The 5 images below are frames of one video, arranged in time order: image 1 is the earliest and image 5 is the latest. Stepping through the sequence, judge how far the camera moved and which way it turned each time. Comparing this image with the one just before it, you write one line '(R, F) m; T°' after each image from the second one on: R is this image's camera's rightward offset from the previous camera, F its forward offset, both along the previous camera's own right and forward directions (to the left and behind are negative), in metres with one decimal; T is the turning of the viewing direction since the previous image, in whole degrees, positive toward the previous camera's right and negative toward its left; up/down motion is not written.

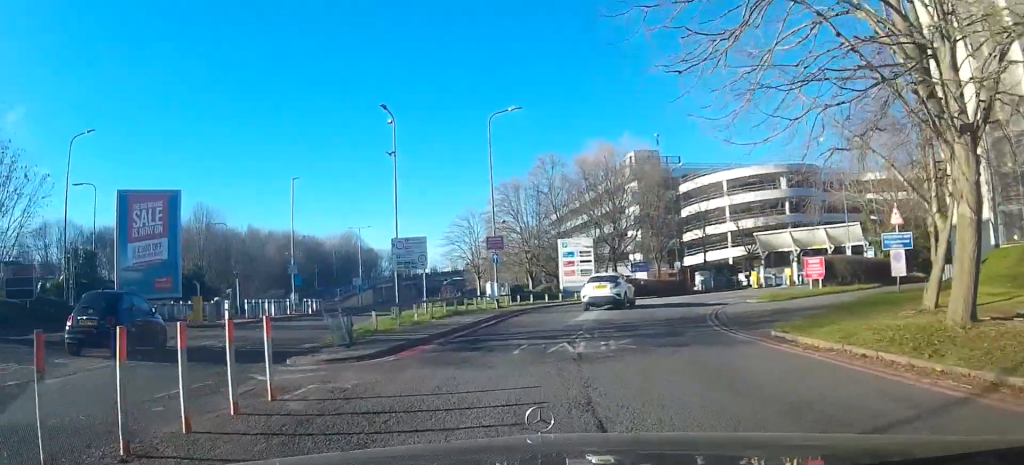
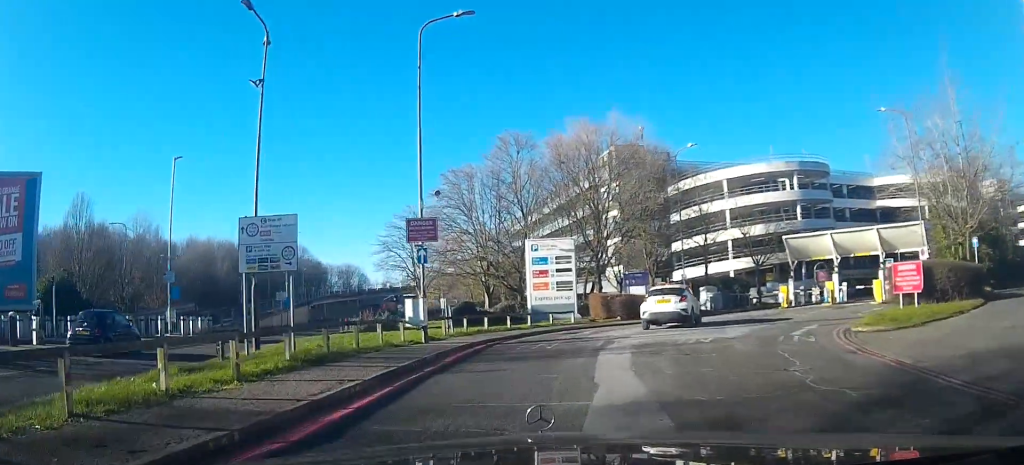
(+0.9, +12.6) m; +5°
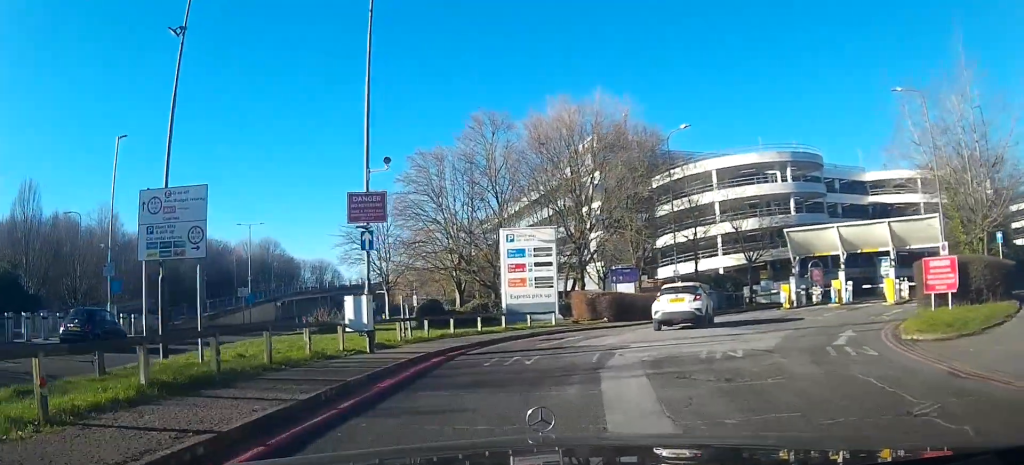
(0.0, +3.7) m; 0°
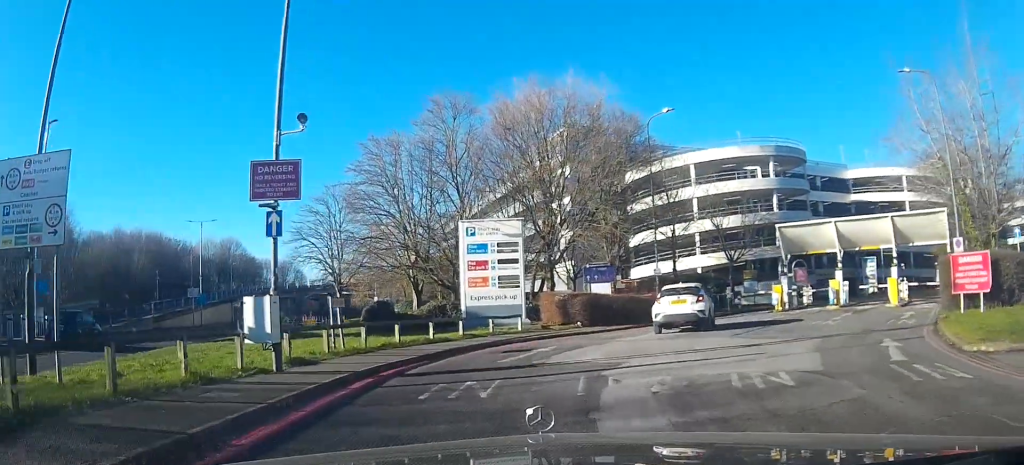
(0.0, +3.7) m; 0°
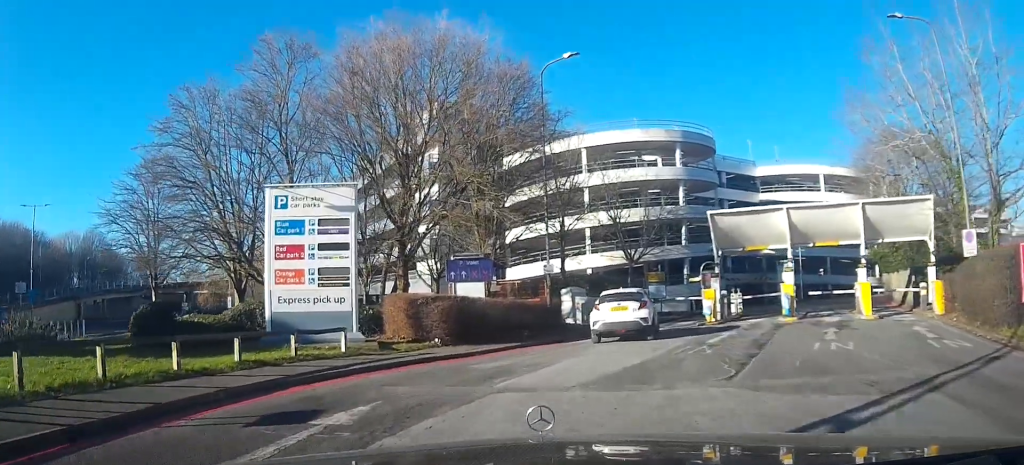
(+0.9, +8.5) m; +21°
